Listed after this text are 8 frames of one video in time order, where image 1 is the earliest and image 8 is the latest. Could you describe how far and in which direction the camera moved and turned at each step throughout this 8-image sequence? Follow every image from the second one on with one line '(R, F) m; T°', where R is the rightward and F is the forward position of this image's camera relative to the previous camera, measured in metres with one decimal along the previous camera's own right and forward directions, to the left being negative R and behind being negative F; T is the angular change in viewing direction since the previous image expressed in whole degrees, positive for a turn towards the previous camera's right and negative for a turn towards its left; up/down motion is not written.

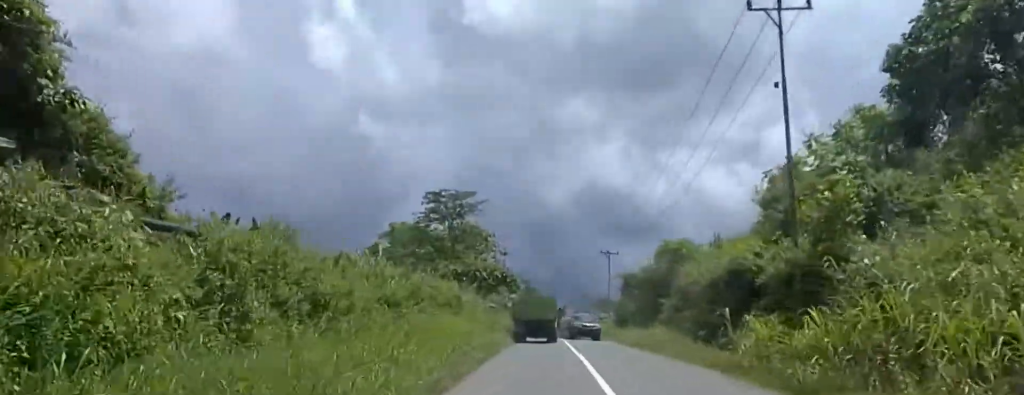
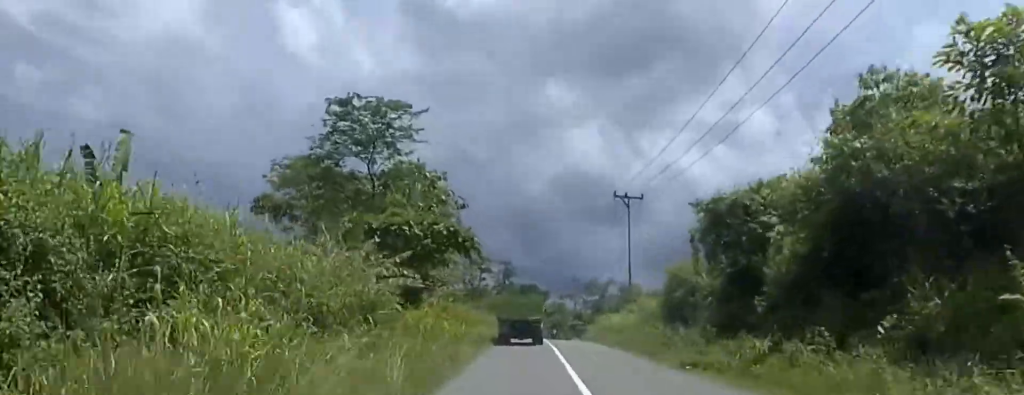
(-2.7, +24.6) m; -4°
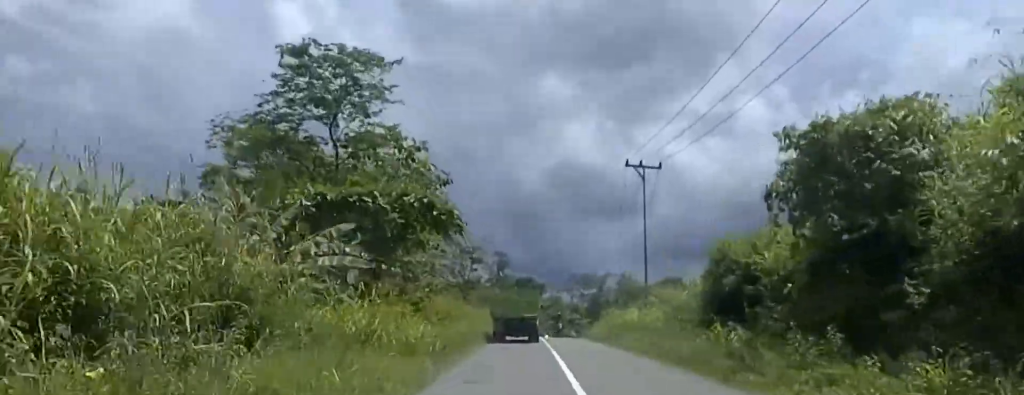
(+0.7, +6.9) m; +5°
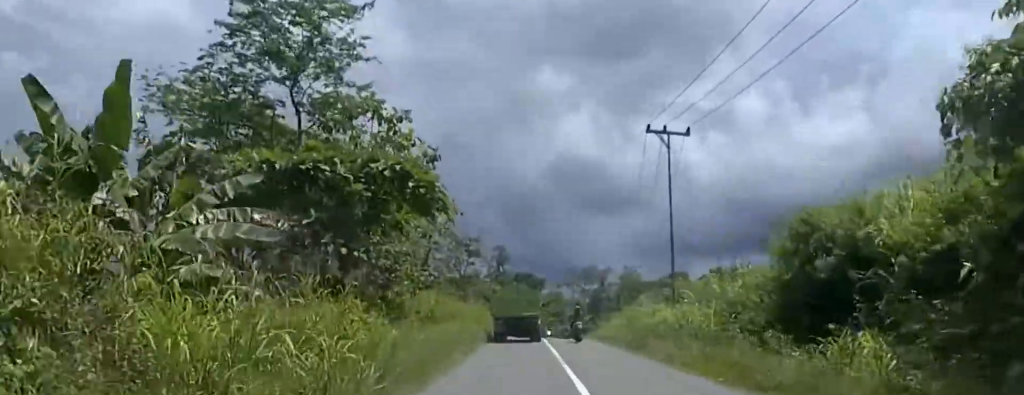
(+0.1, +5.7) m; -2°
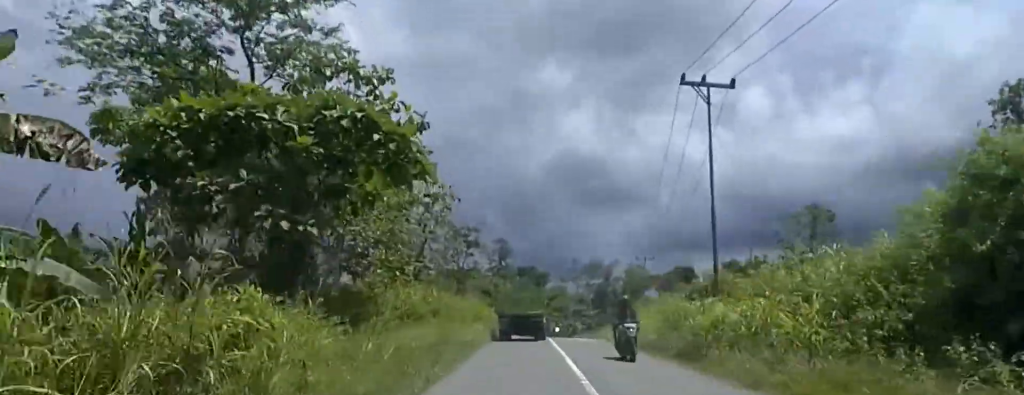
(+0.3, +5.4) m; -4°
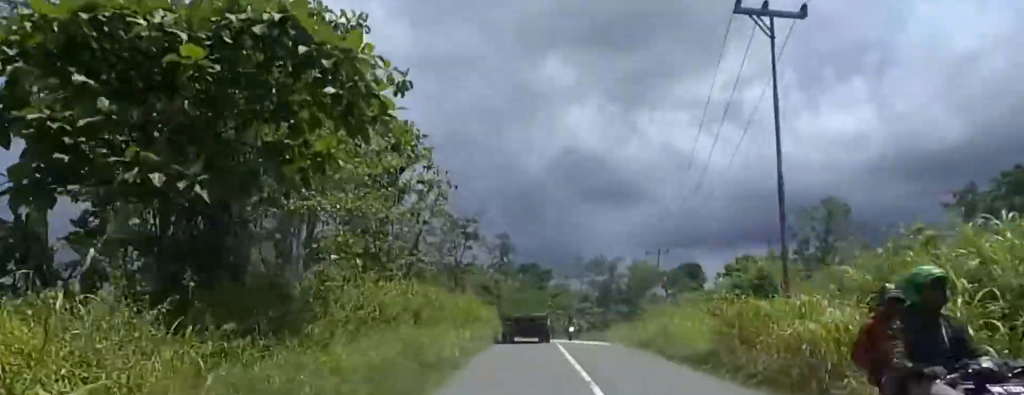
(-0.4, +5.2) m; -1°
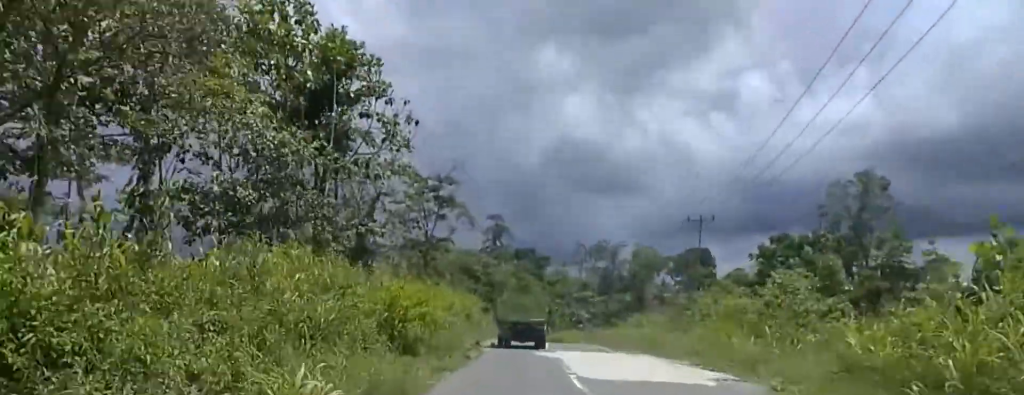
(+0.1, +15.9) m; +6°
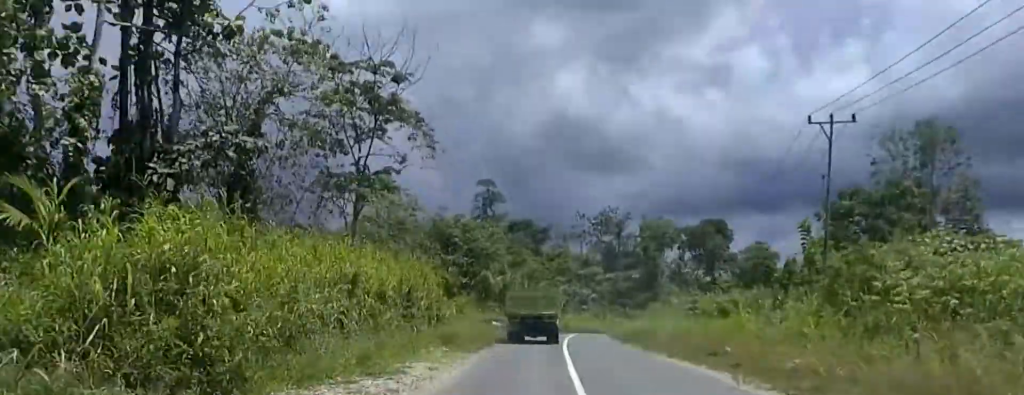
(+0.7, +19.4) m; -1°
